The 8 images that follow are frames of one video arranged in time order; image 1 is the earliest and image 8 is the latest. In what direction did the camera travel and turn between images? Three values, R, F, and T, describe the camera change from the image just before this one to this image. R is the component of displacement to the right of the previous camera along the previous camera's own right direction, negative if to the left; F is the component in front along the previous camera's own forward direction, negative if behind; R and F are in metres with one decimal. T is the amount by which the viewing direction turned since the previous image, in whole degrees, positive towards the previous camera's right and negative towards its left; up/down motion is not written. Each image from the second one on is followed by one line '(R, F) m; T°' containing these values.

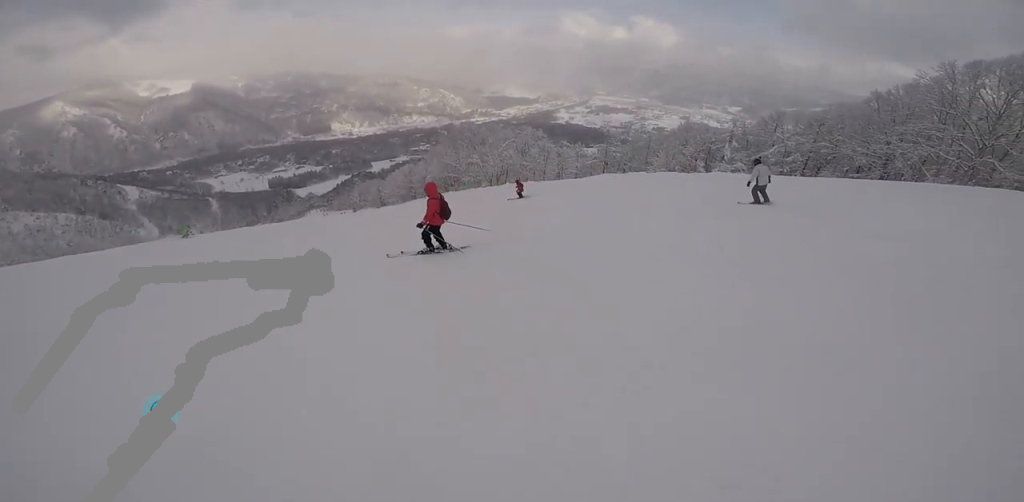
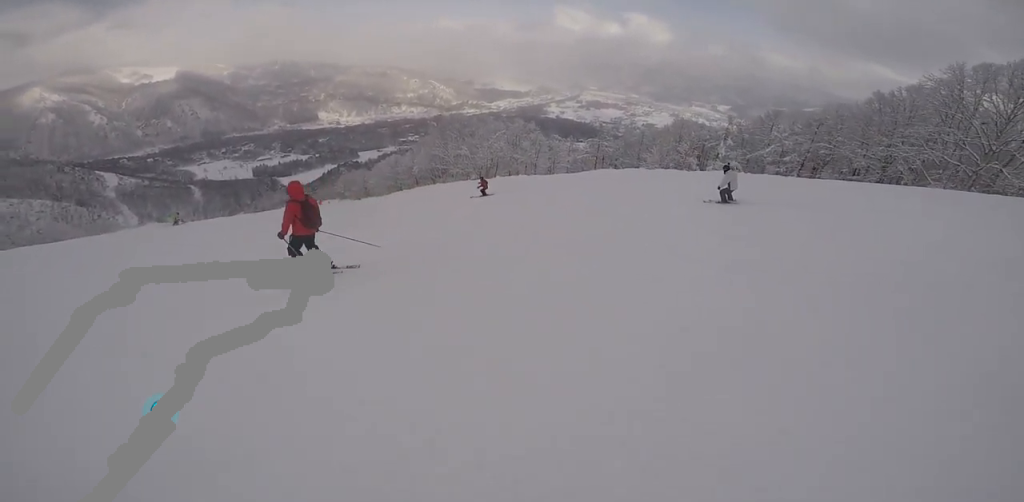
(+0.2, +1.8) m; 0°
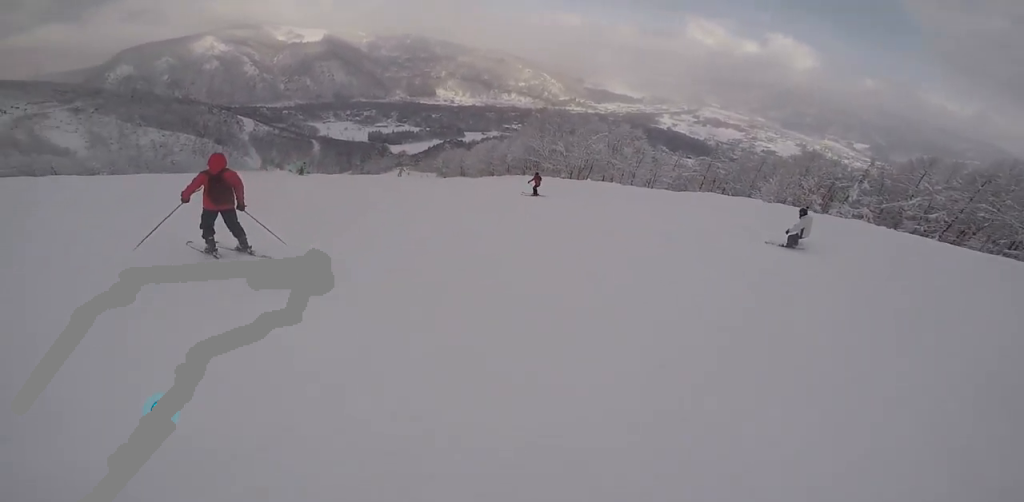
(+0.2, +1.9) m; -1°
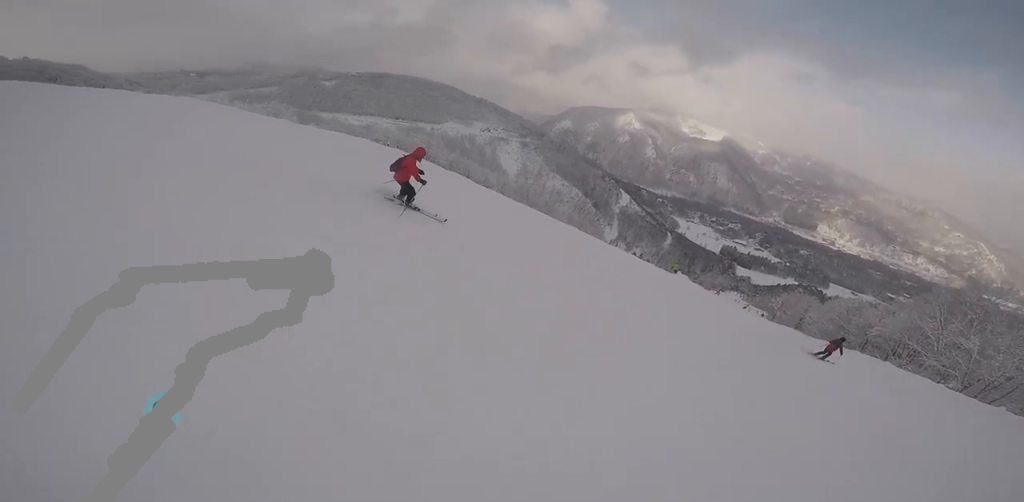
(-0.9, +5.9) m; -14°
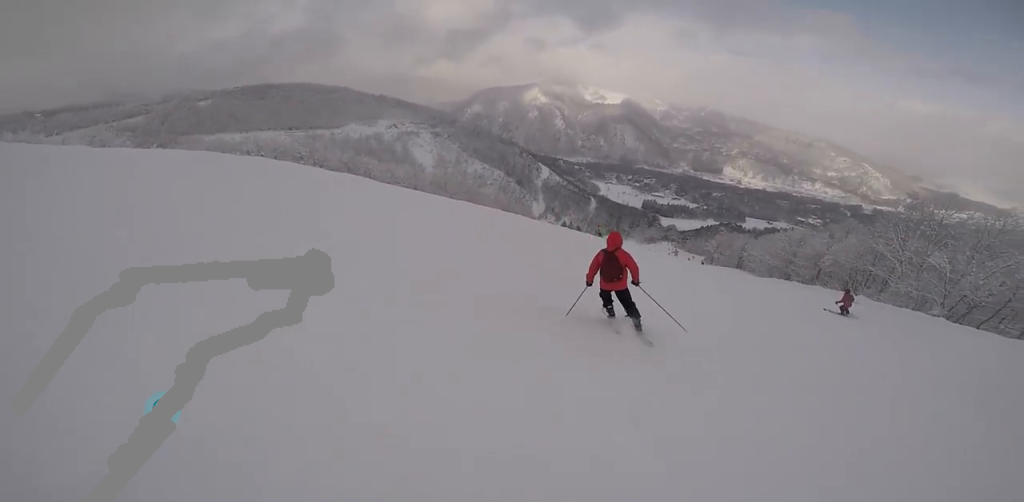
(-0.8, +6.5) m; -6°
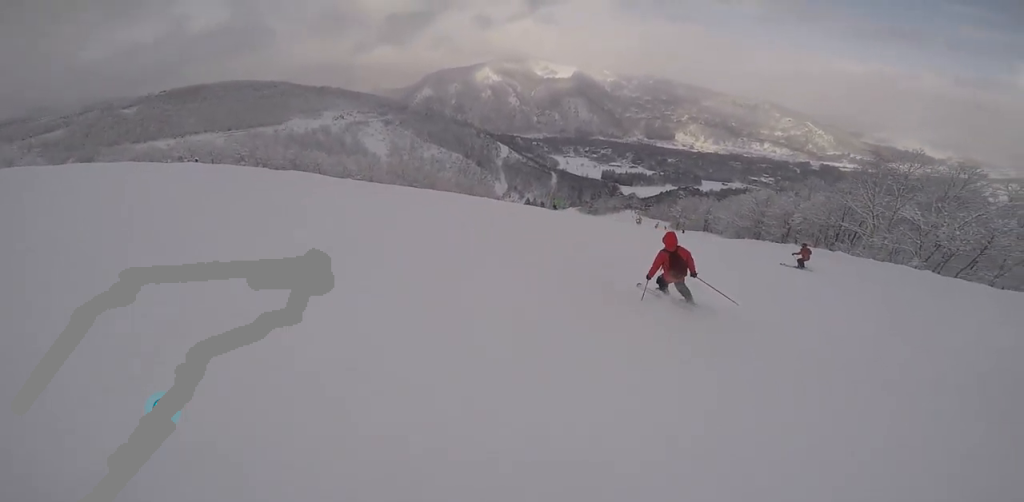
(-0.1, +2.3) m; +3°
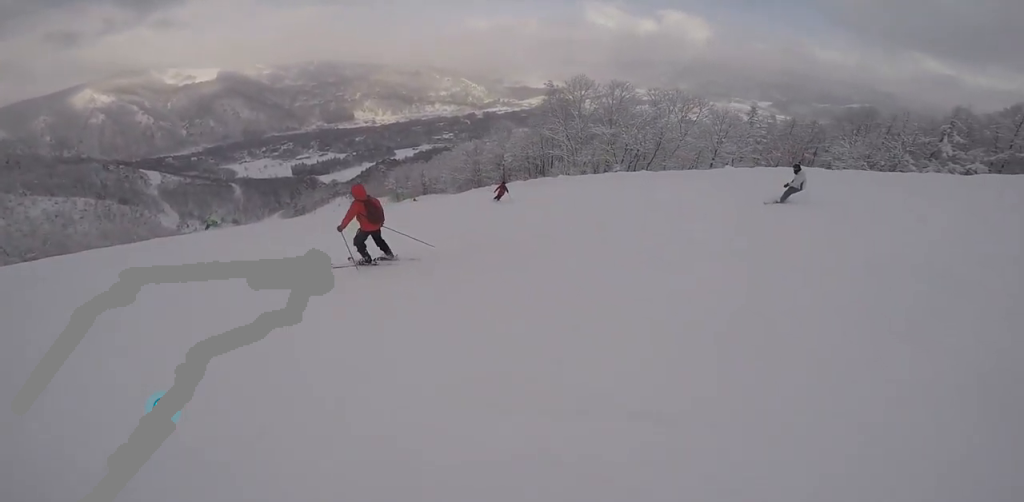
(+1.0, +5.4) m; +16°
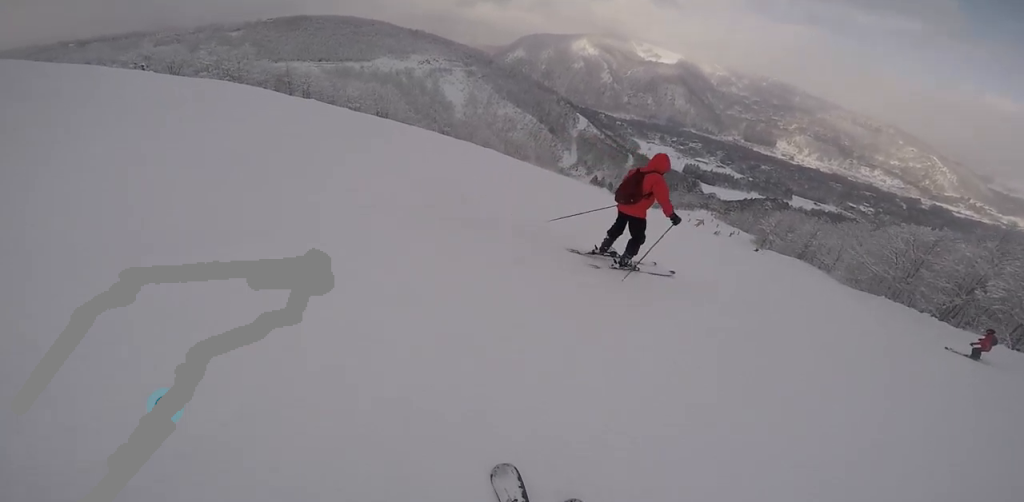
(-1.1, +10.3) m; -25°
